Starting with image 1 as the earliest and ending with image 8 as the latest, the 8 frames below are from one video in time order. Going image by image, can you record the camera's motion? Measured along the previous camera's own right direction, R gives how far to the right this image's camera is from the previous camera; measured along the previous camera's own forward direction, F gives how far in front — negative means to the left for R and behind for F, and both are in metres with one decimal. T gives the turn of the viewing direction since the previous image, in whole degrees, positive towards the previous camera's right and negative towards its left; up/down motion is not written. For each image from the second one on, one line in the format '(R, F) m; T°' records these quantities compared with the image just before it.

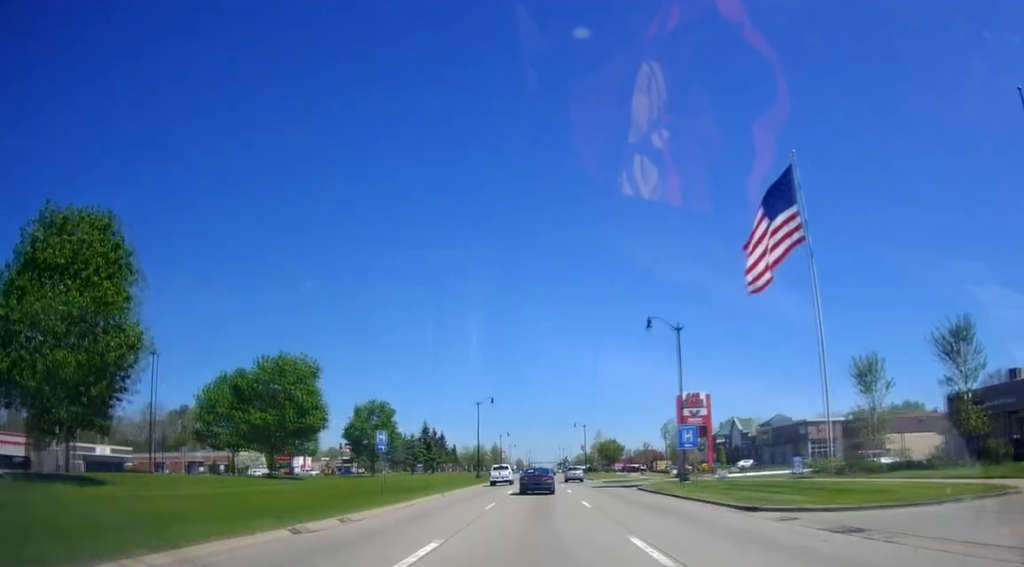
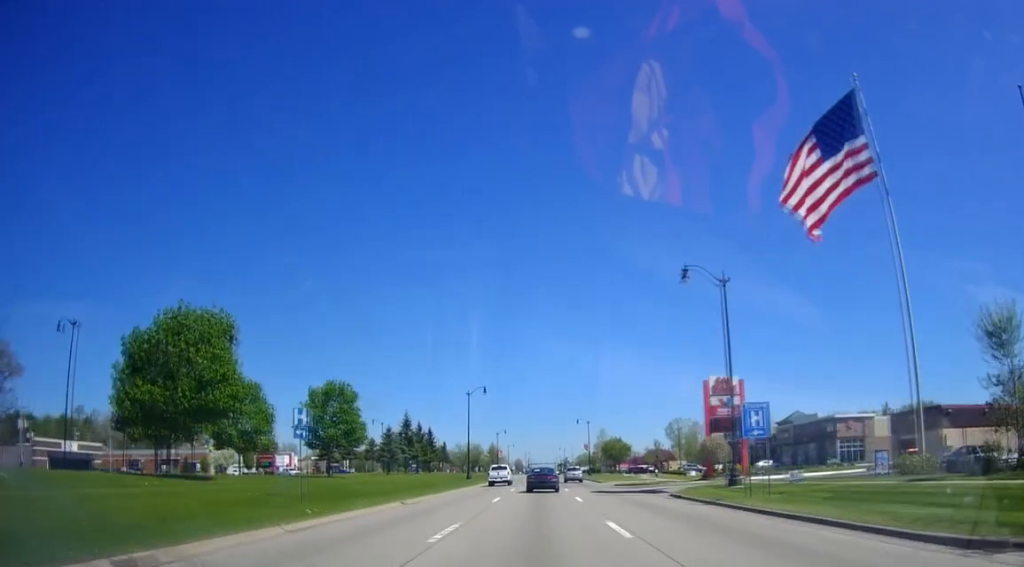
(+0.1, +11.1) m; 0°
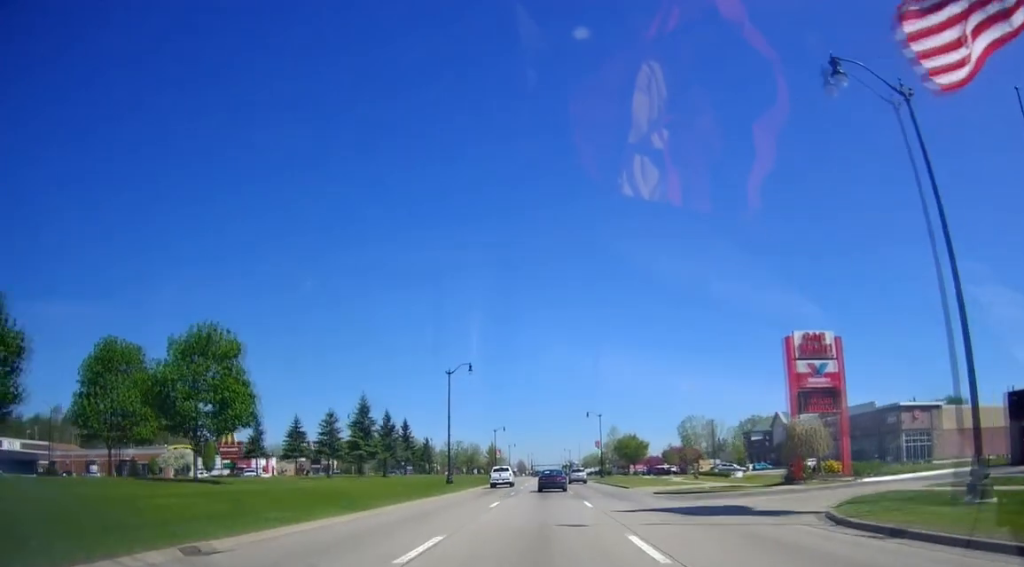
(-0.6, +18.3) m; 0°
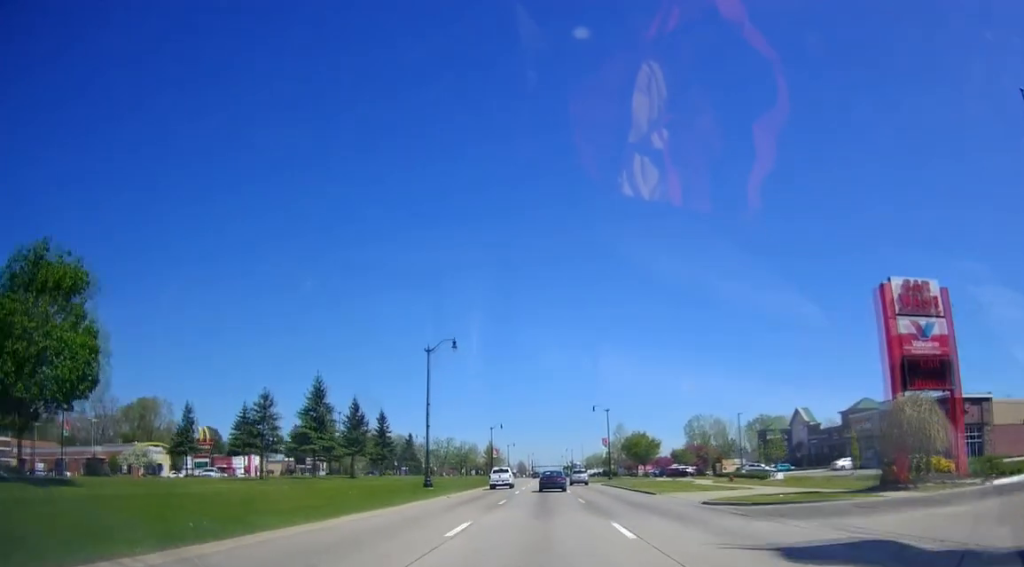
(+0.4, +11.1) m; 0°
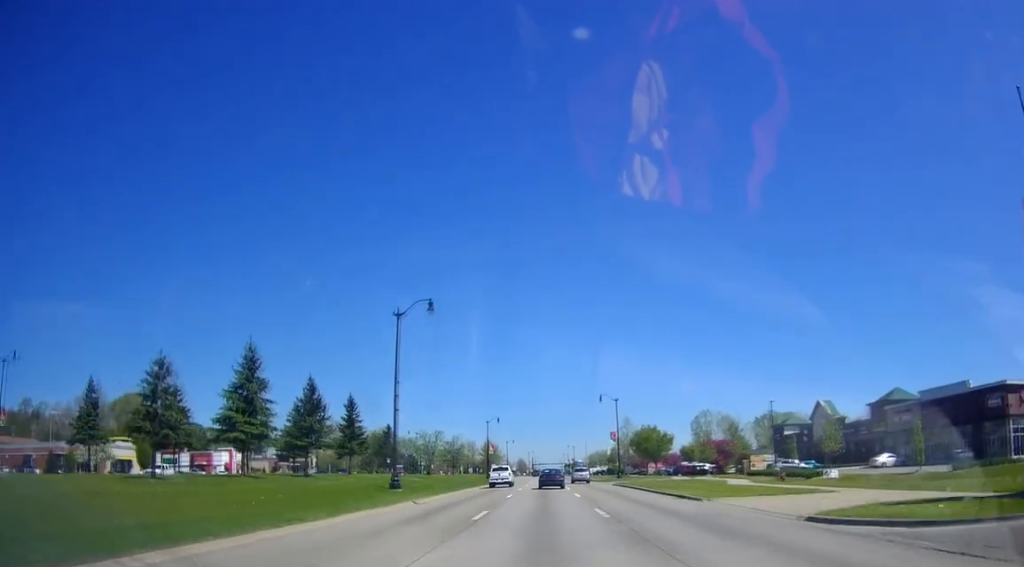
(+0.1, +10.4) m; 0°
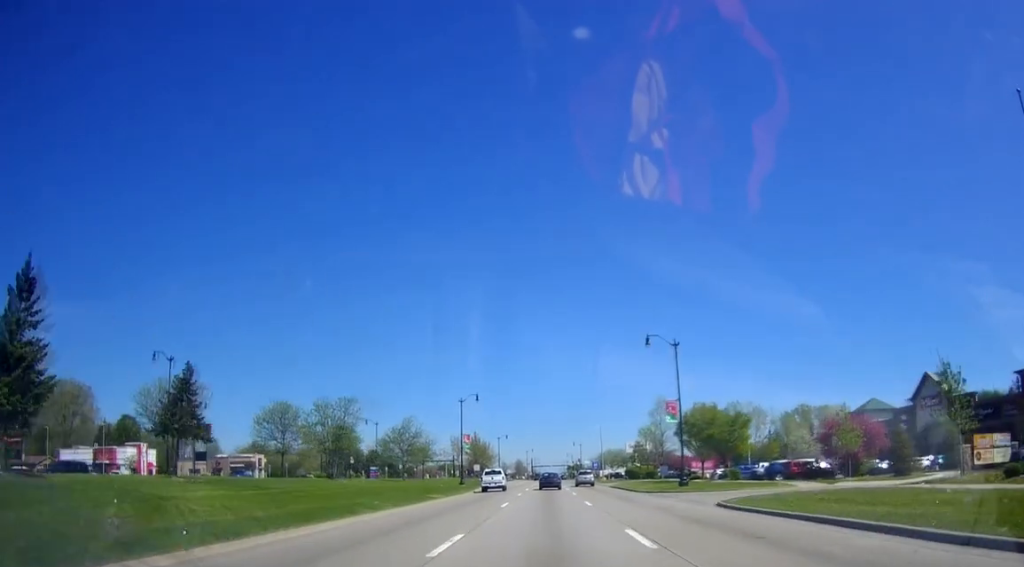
(+0.2, +37.0) m; +1°
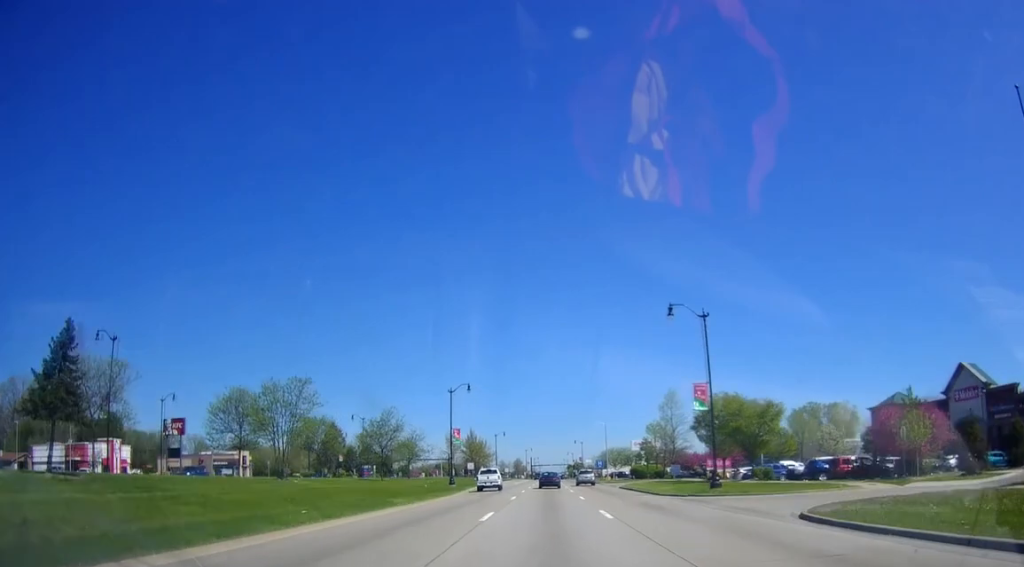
(-0.1, +8.6) m; -1°
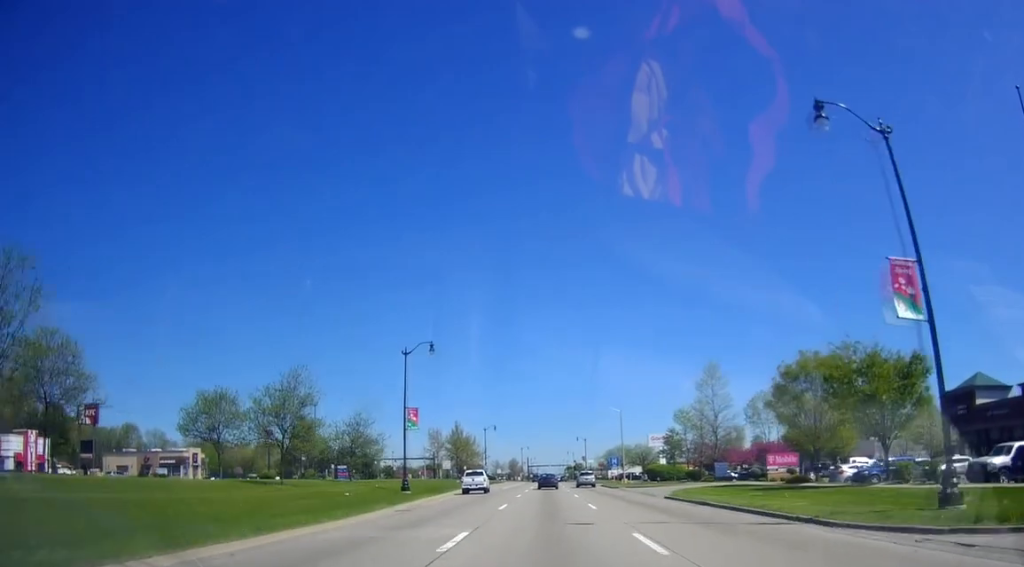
(-0.5, +22.6) m; 0°
